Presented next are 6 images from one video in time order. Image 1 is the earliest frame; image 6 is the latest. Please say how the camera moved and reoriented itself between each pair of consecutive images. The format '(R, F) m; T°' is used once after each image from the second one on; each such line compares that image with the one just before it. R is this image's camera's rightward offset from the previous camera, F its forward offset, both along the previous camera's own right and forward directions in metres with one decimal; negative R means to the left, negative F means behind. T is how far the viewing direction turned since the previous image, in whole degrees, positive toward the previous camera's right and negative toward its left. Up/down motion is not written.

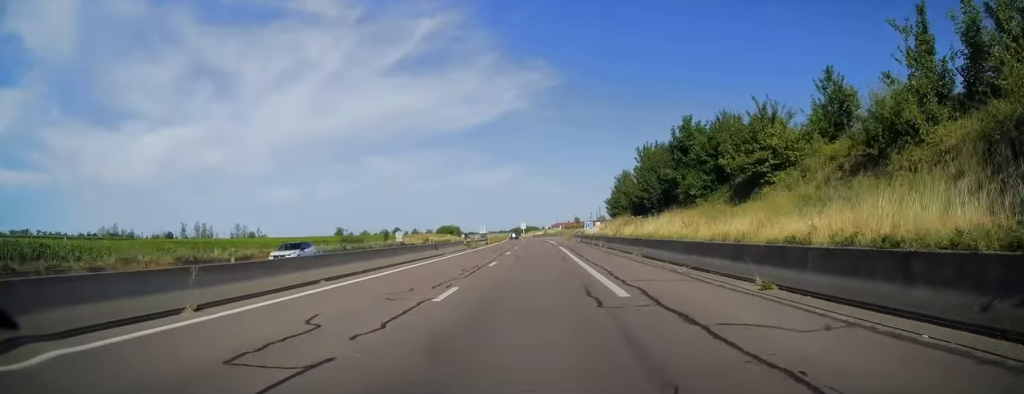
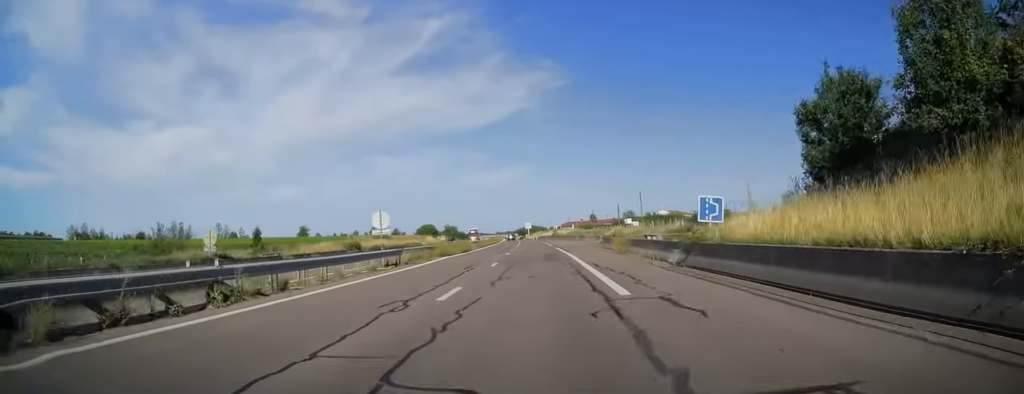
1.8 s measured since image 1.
(-0.7, +51.8) m; -2°
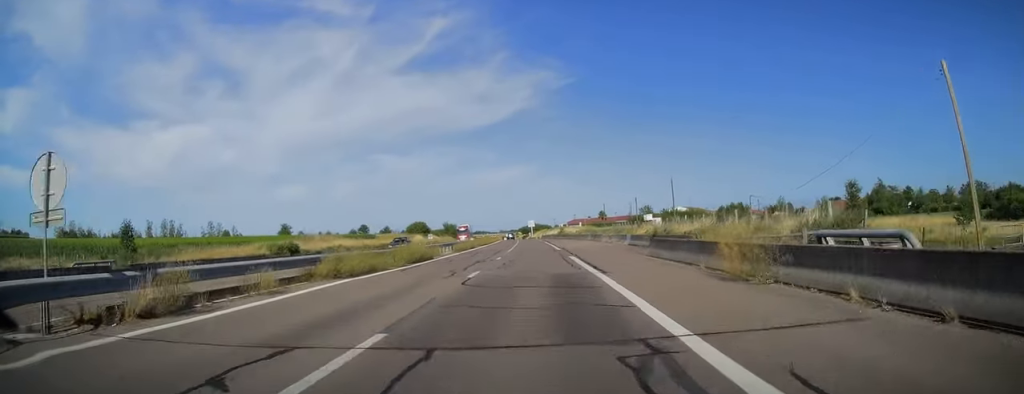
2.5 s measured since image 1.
(-0.4, +20.5) m; 0°
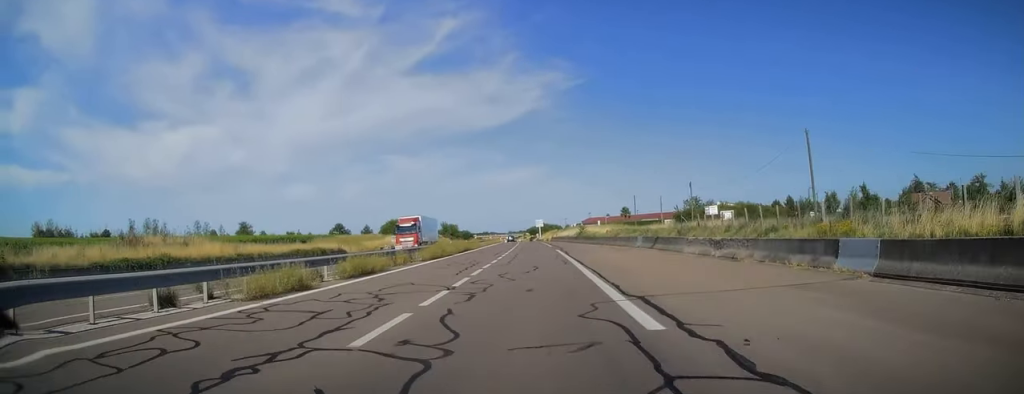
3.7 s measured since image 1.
(+0.5, +36.6) m; 0°
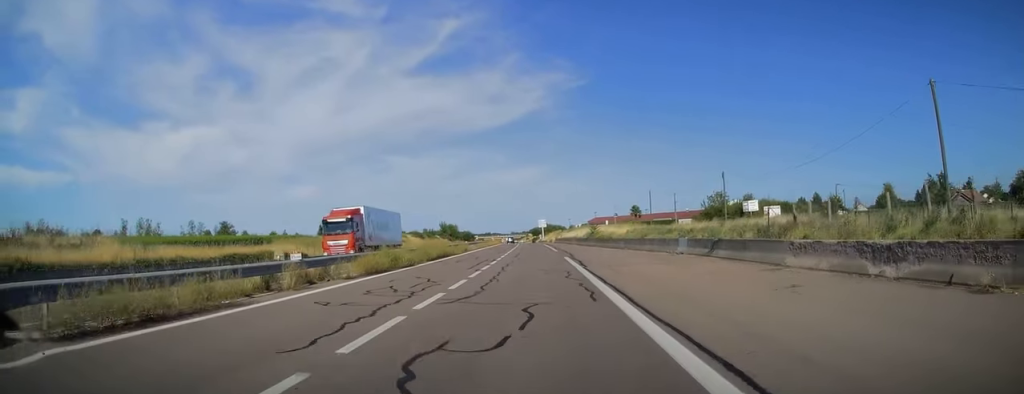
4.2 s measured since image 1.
(0.0, +13.2) m; 0°
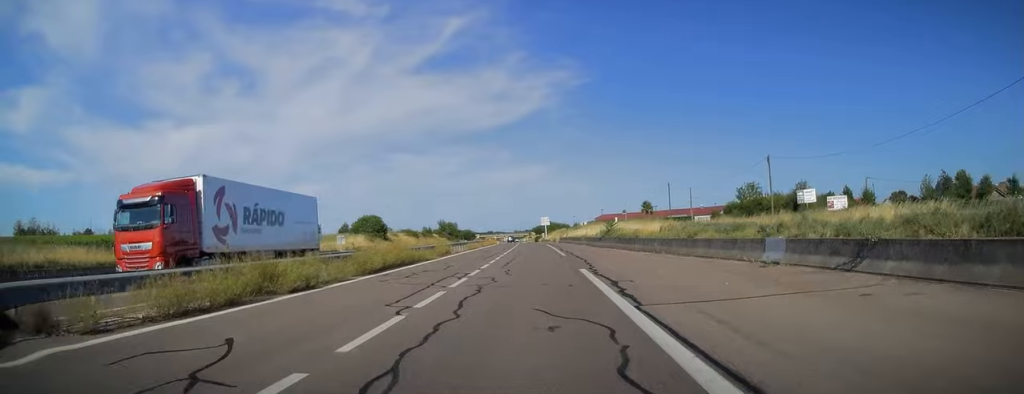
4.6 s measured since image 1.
(0.0, +12.7) m; -1°
